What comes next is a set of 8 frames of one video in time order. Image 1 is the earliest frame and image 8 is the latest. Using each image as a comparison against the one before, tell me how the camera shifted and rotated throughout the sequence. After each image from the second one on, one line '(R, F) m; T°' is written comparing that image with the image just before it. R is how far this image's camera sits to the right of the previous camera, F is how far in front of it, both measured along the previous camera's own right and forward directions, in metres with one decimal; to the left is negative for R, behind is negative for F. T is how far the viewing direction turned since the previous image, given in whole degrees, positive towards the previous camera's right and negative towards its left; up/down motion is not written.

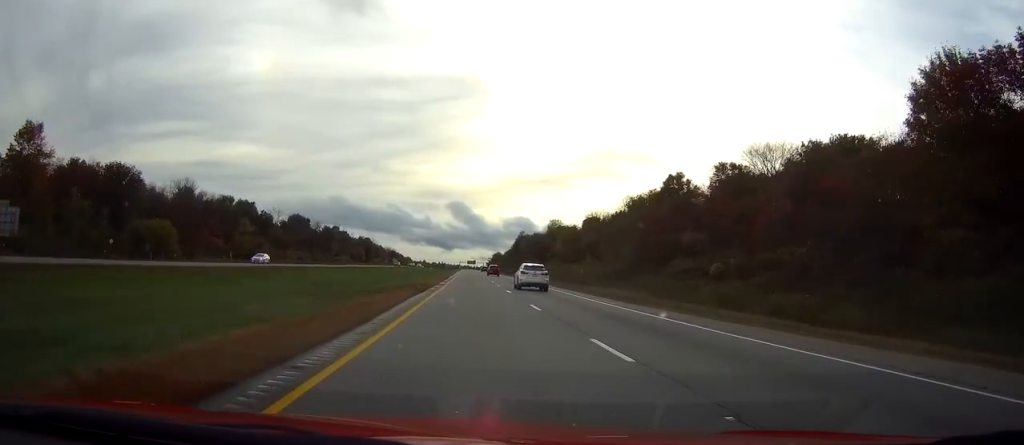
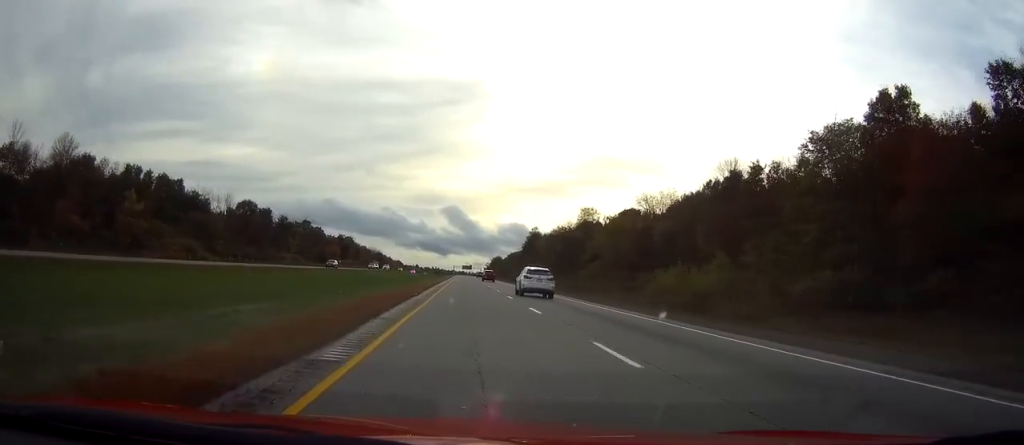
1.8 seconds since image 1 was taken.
(+0.1, +62.6) m; 0°
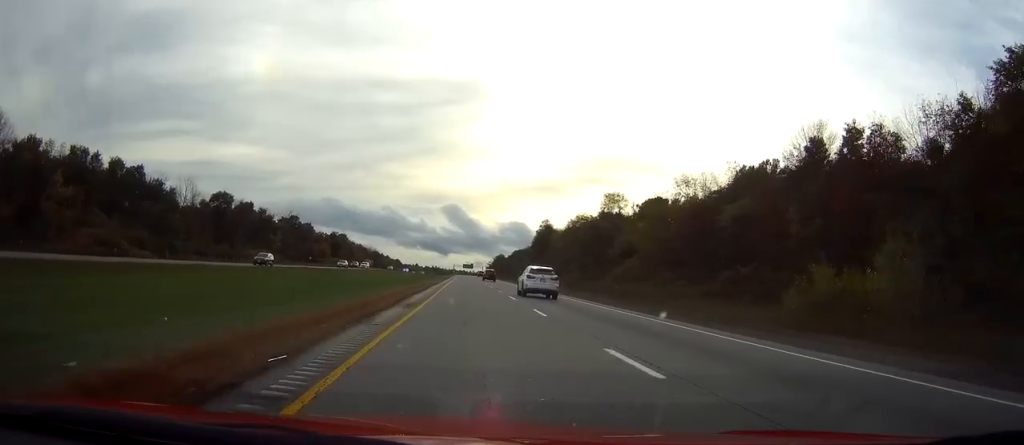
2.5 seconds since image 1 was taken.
(+0.1, +24.8) m; 0°
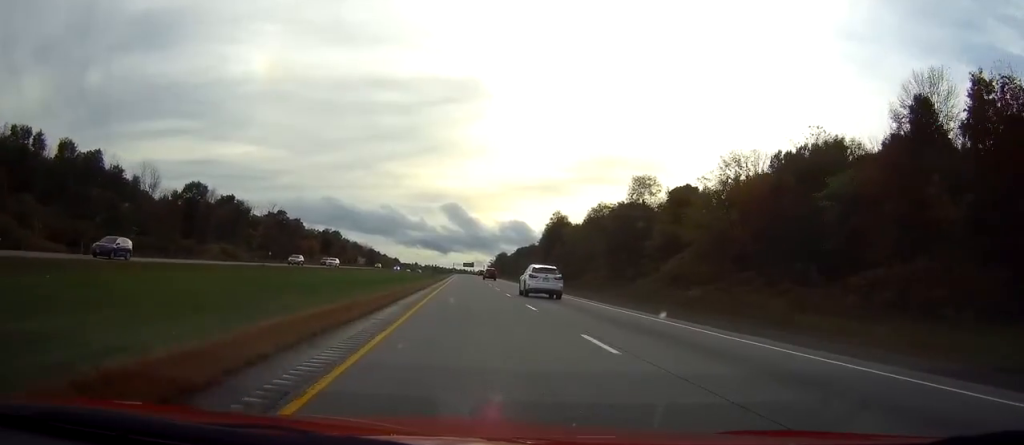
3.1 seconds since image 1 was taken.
(0.0, +21.2) m; 0°
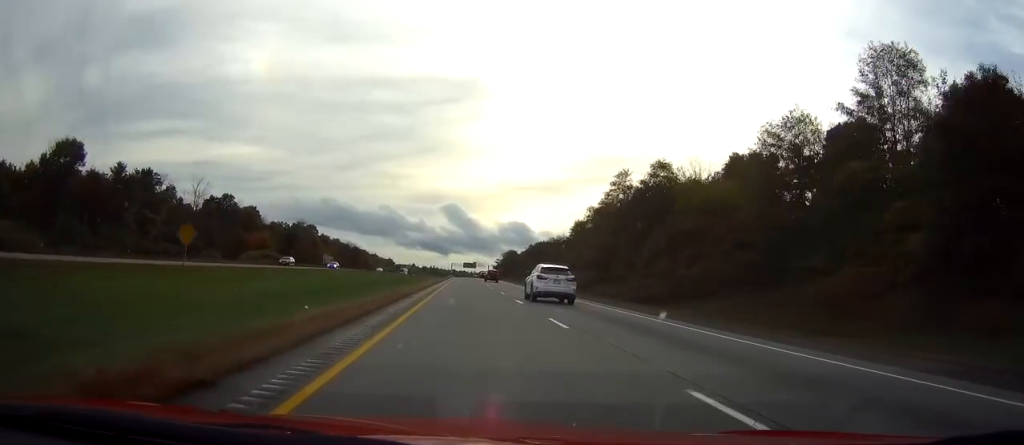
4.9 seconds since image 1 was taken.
(-0.1, +65.6) m; 0°
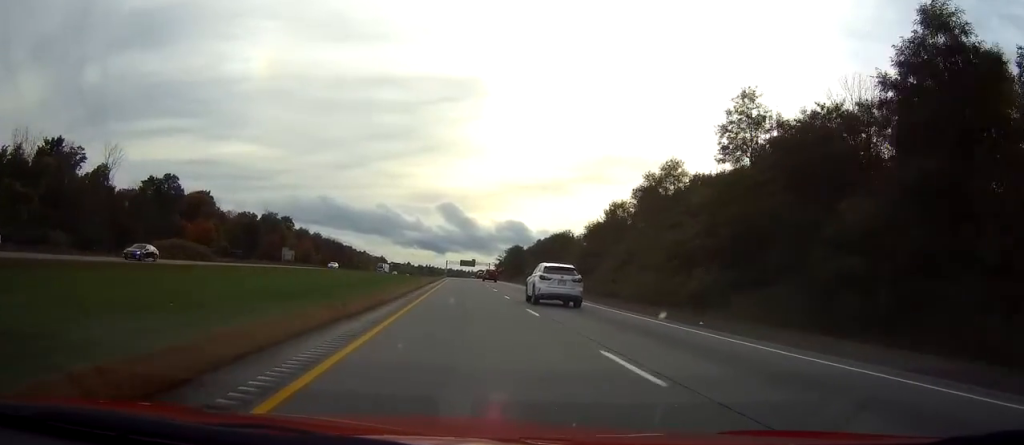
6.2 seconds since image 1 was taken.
(0.0, +42.9) m; 0°
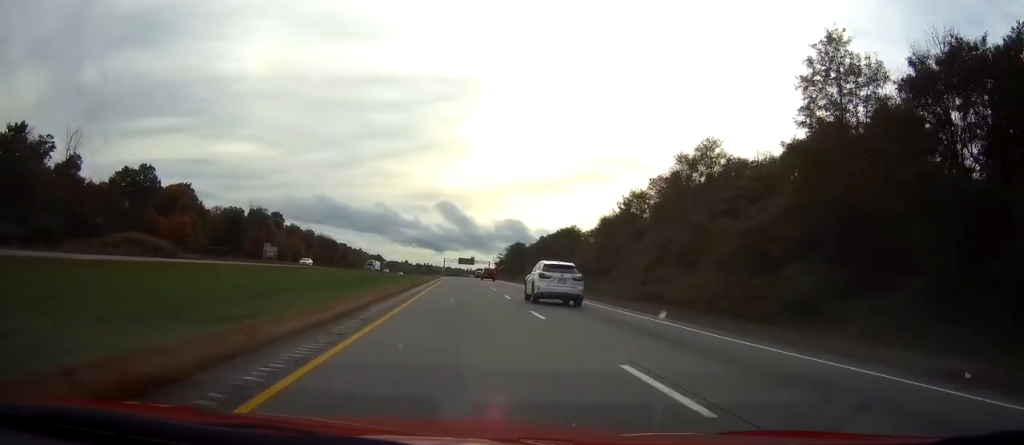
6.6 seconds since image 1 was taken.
(0.0, +13.8) m; 0°
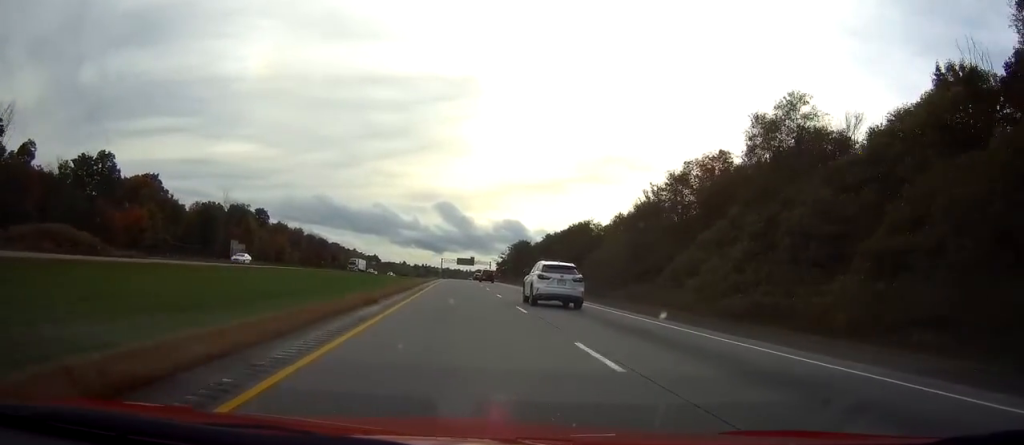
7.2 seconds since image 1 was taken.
(+0.1, +20.6) m; 0°
